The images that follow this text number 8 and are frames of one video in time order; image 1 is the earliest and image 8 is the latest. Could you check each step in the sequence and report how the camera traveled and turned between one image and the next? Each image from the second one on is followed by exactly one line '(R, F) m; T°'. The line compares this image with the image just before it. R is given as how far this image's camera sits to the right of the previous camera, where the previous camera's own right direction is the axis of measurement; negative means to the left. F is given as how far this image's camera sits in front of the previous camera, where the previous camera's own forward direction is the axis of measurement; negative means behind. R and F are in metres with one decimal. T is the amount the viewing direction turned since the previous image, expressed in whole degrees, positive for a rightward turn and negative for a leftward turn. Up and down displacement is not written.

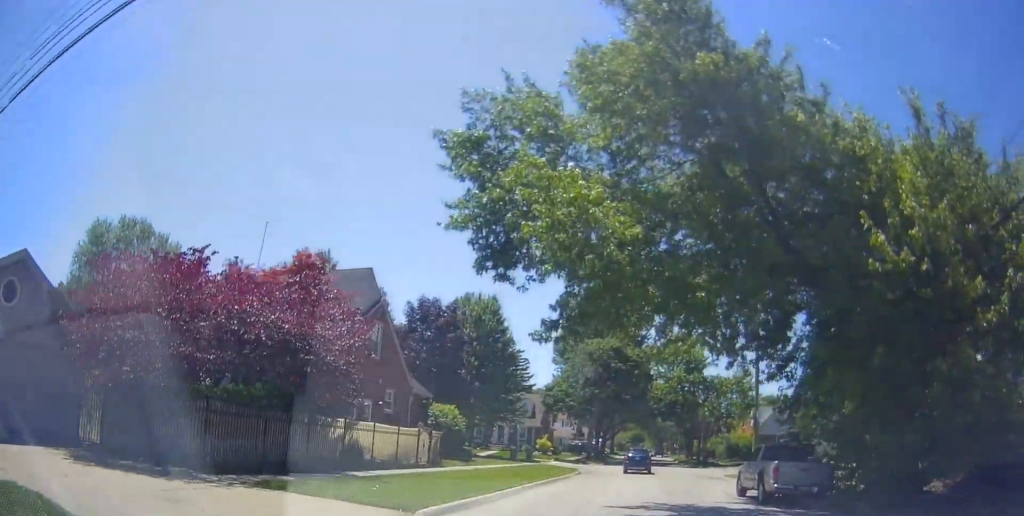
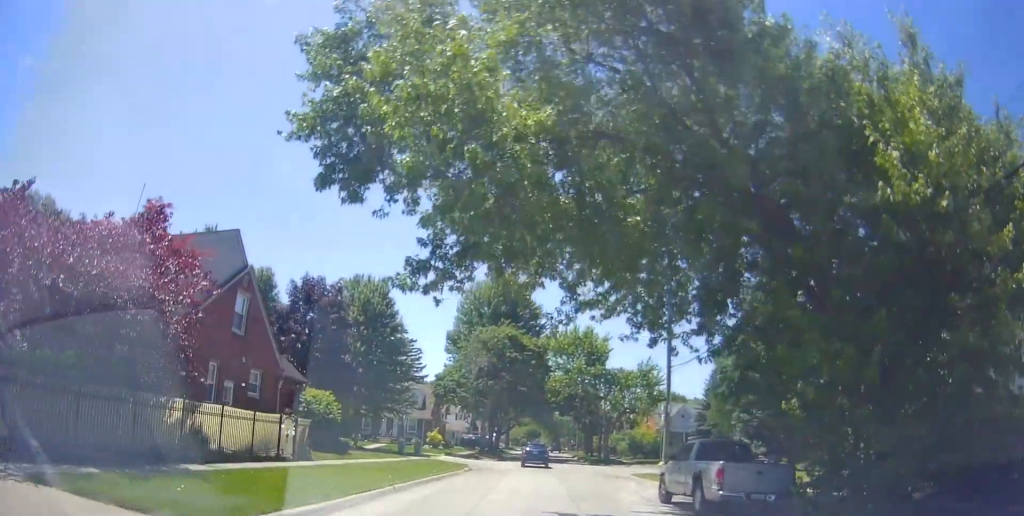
(+0.2, +3.4) m; +11°
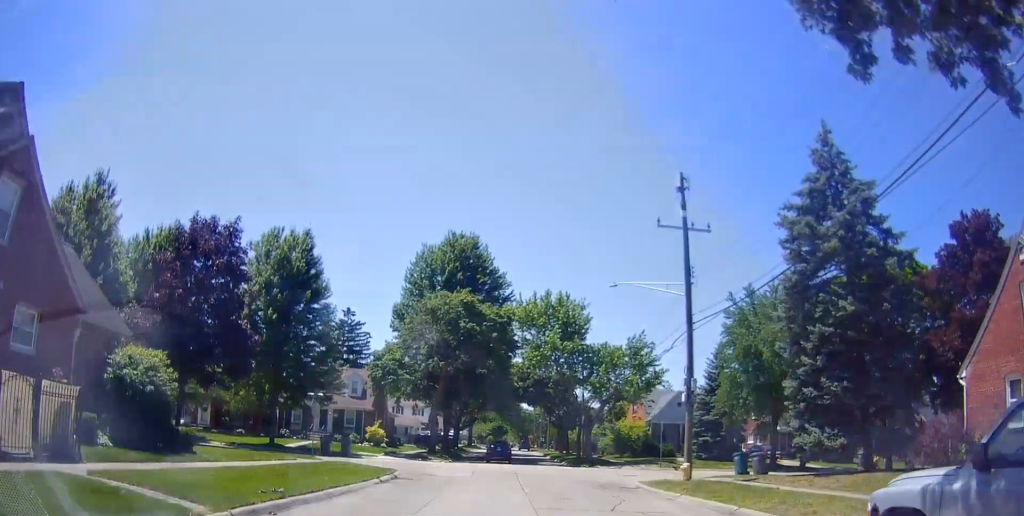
(+3.5, +9.6) m; +36°
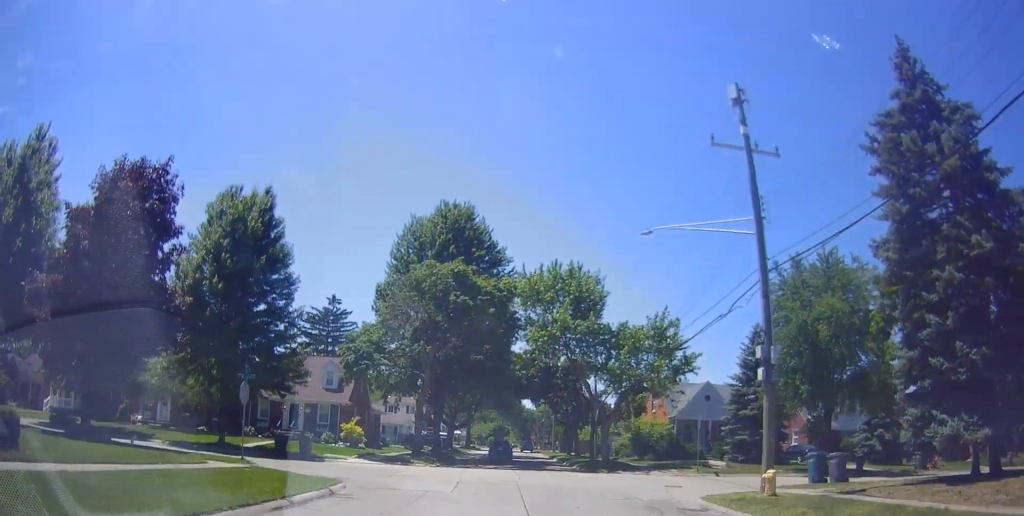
(+0.7, +7.0) m; +6°
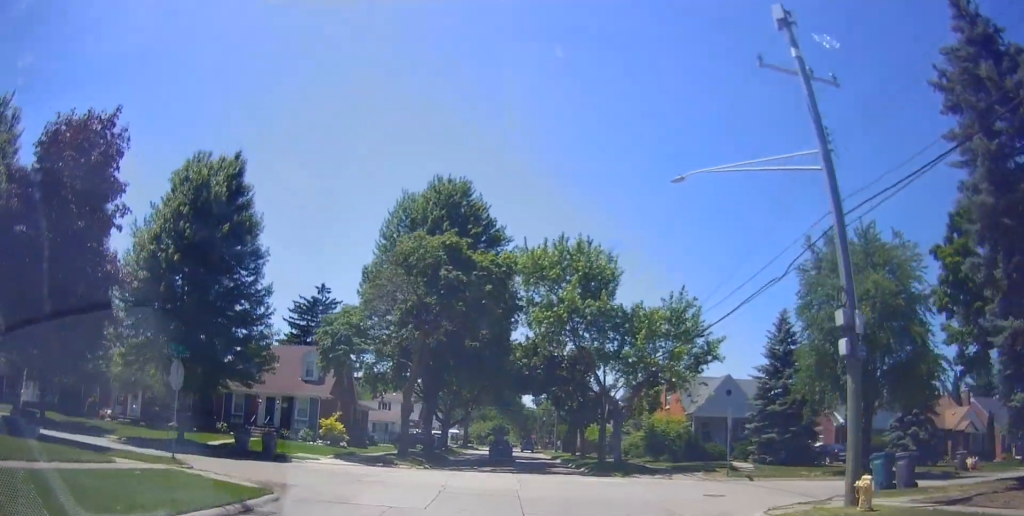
(0.0, +4.2) m; 0°
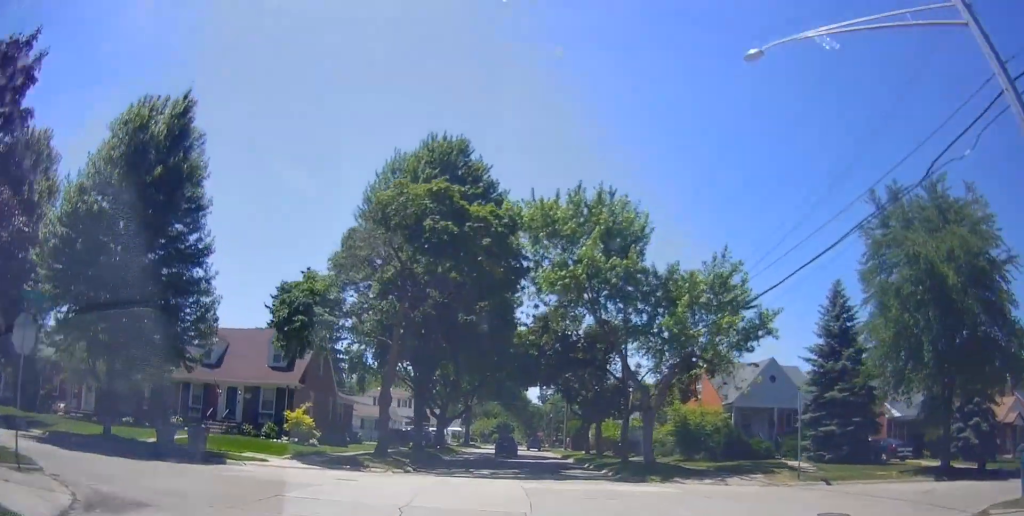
(0.0, +6.4) m; 0°
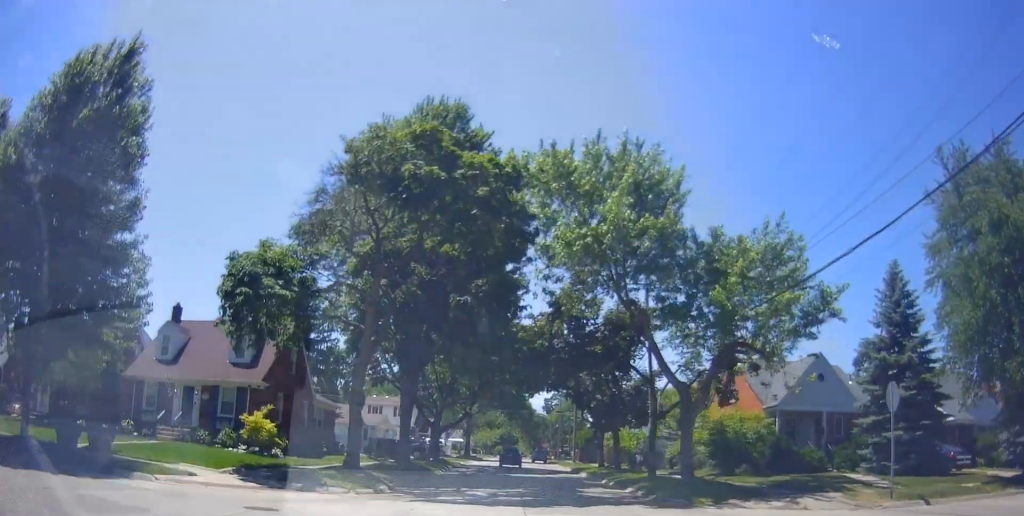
(0.0, +5.5) m; 0°
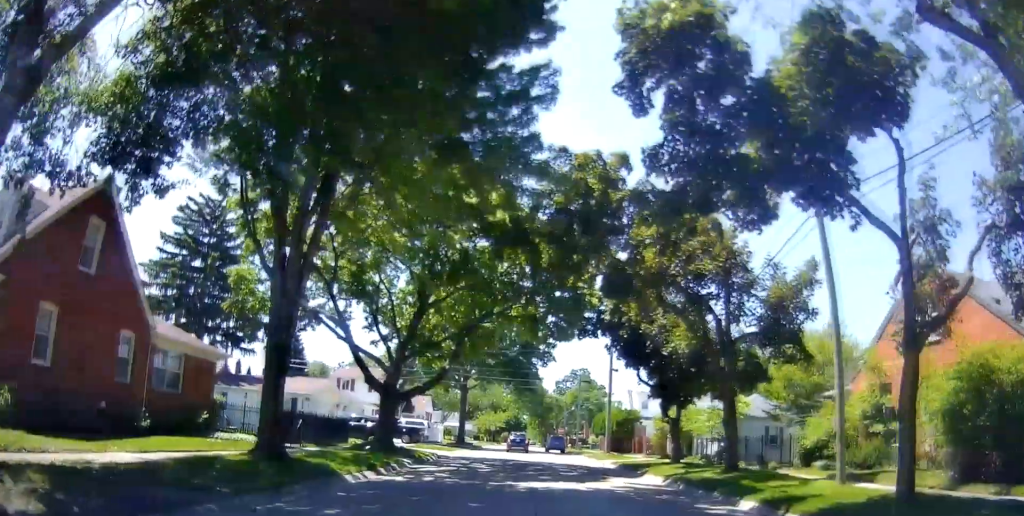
(0.0, +18.1) m; -1°
